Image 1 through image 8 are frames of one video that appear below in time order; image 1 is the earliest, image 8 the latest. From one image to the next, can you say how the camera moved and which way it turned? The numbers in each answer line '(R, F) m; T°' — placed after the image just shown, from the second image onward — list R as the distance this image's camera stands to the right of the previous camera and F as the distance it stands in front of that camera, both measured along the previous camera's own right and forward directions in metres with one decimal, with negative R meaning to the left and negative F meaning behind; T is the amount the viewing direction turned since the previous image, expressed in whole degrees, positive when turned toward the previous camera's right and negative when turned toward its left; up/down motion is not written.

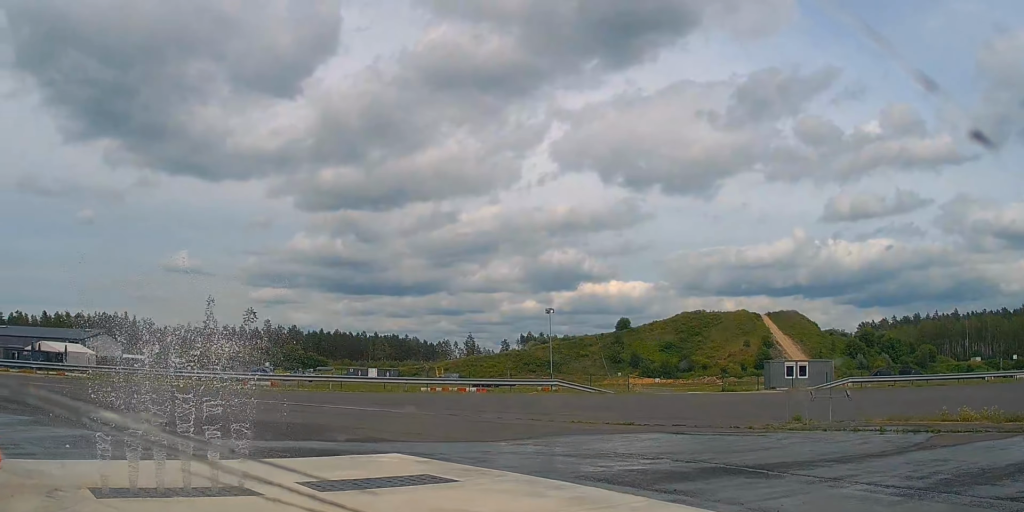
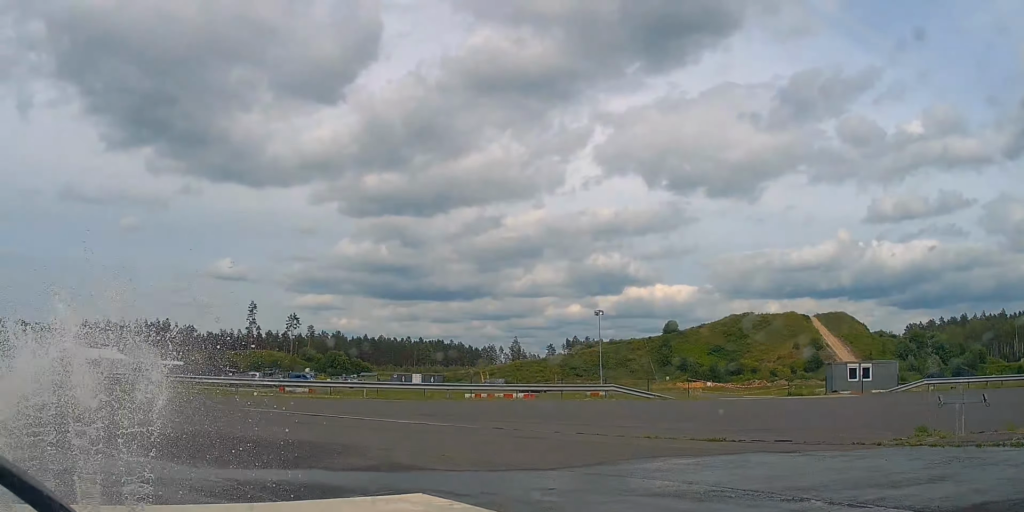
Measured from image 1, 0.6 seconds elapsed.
(-0.3, +5.0) m; -6°
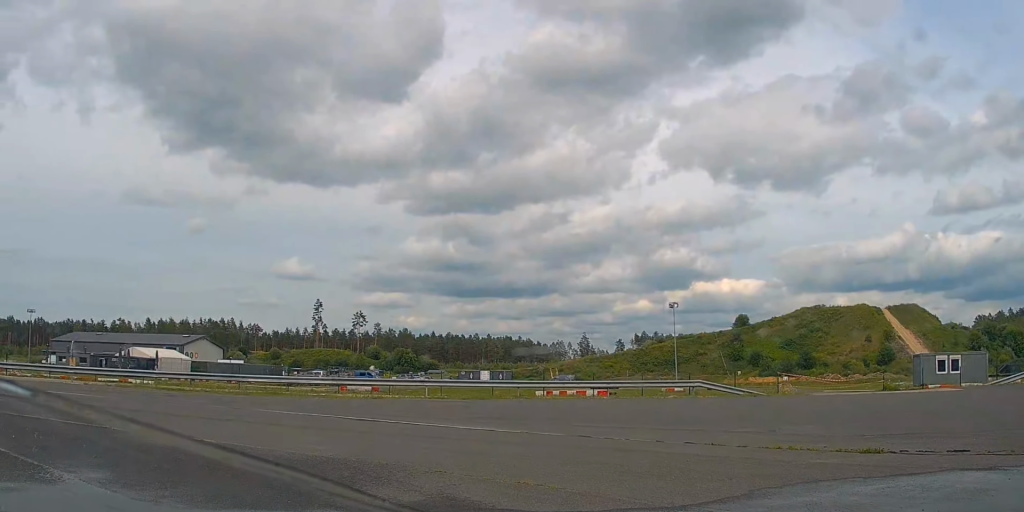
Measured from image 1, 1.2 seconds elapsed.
(-0.1, +4.5) m; -6°
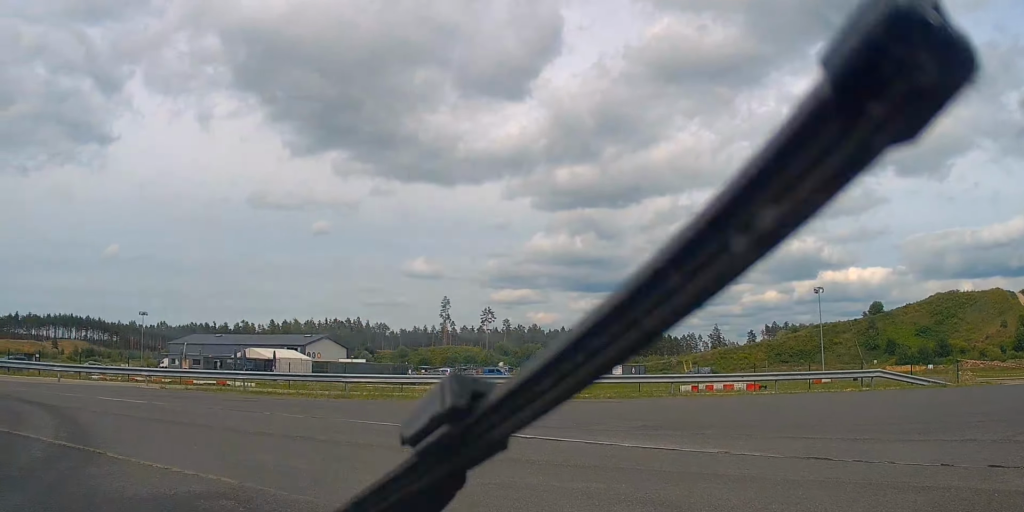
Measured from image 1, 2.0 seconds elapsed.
(-0.4, +6.2) m; -11°
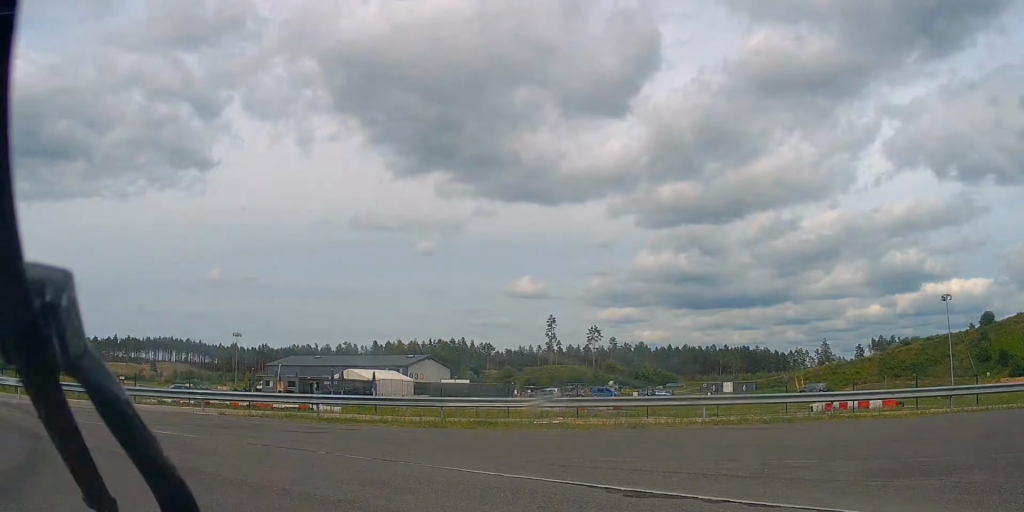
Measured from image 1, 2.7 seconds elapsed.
(-0.7, +5.8) m; -11°
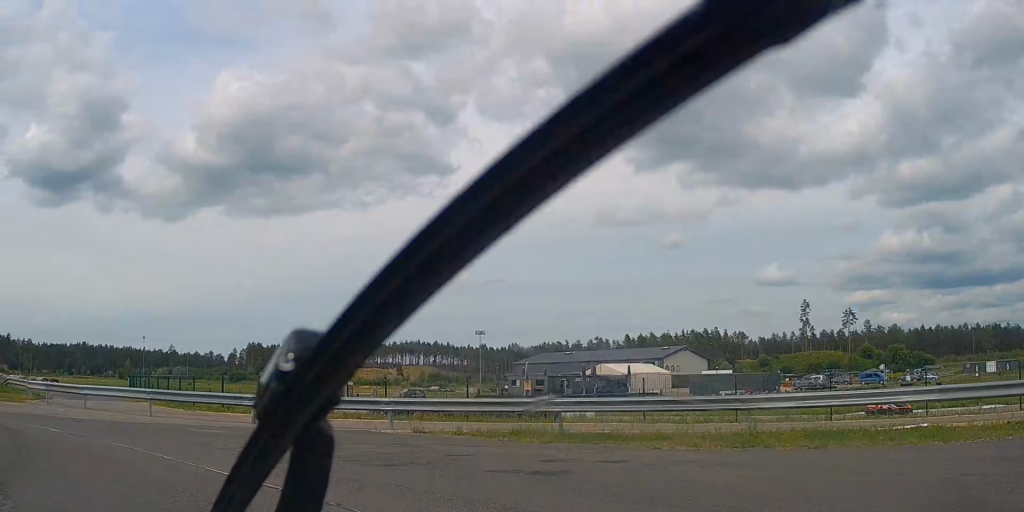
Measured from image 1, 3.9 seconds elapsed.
(-1.6, +9.8) m; -22°
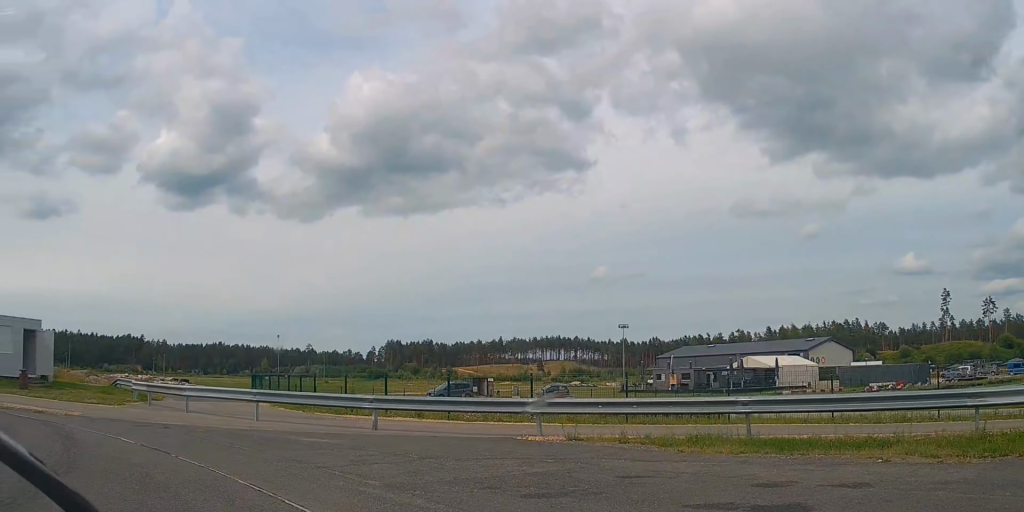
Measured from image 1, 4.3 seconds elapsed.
(-0.3, +3.7) m; -9°
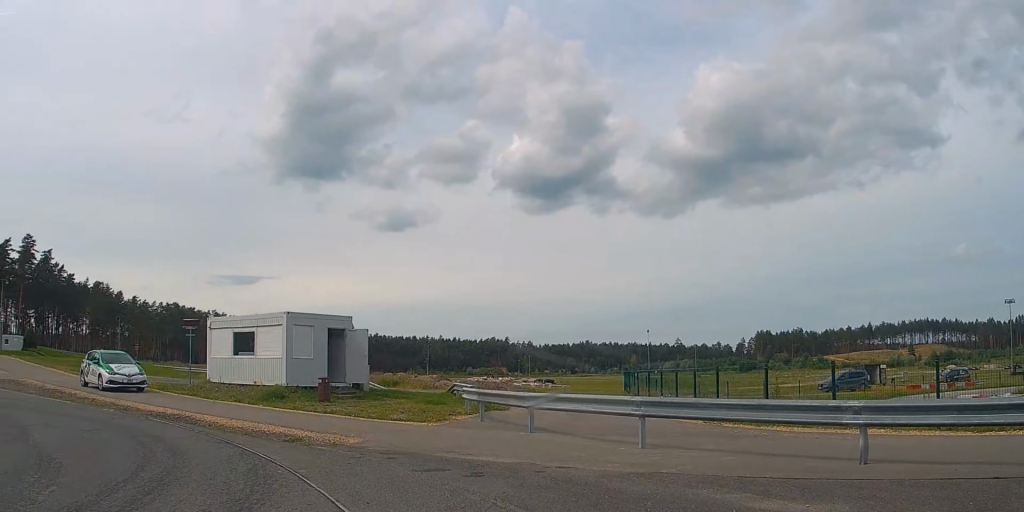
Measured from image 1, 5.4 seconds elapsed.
(-2.1, +9.5) m; -24°
